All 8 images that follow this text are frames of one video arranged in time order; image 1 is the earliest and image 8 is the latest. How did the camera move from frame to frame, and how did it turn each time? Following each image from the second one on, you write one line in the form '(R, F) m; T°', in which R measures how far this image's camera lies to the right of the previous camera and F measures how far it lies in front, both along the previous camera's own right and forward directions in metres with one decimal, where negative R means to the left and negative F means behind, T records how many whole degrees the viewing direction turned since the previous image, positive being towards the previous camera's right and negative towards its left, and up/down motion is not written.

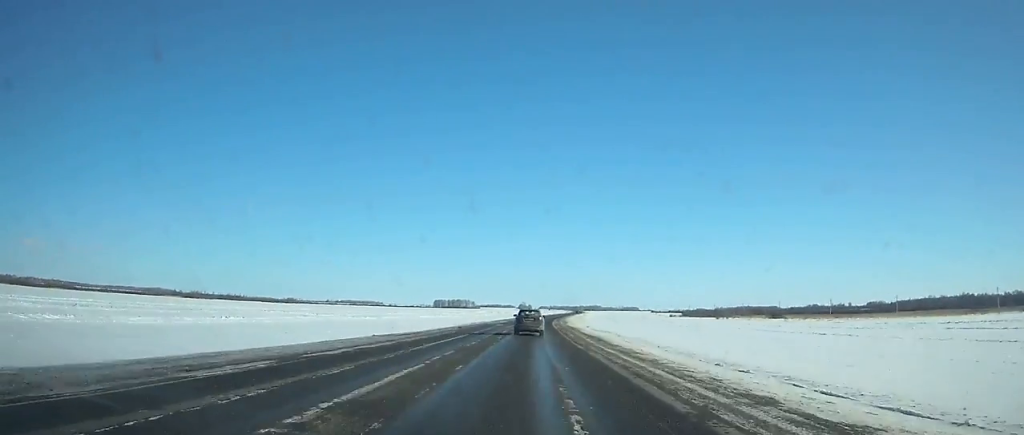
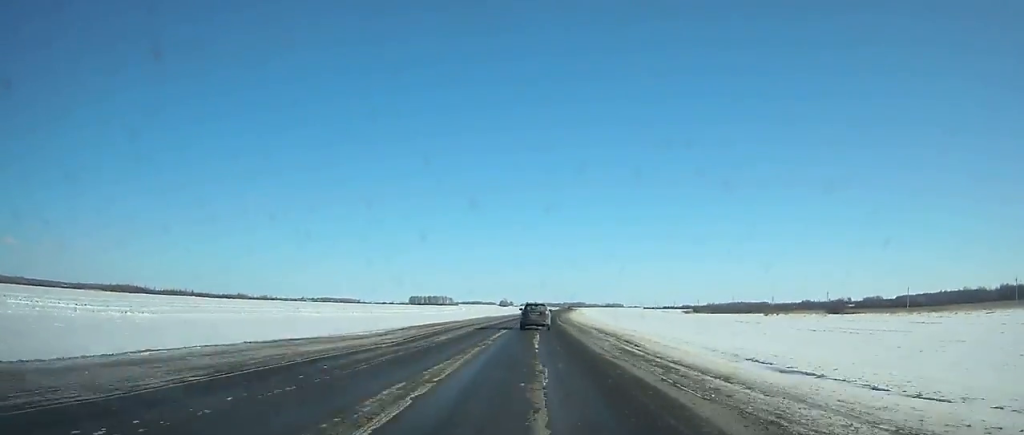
(+1.3, +77.2) m; +2°
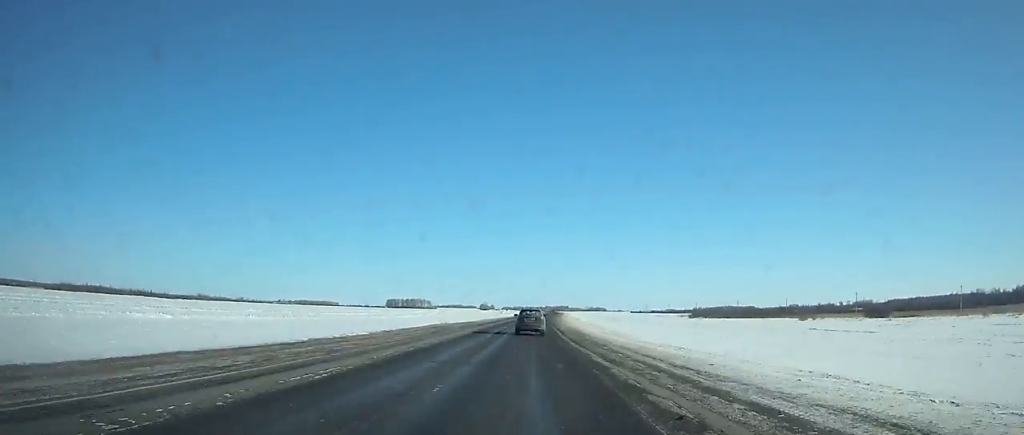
(+0.7, +41.2) m; +1°
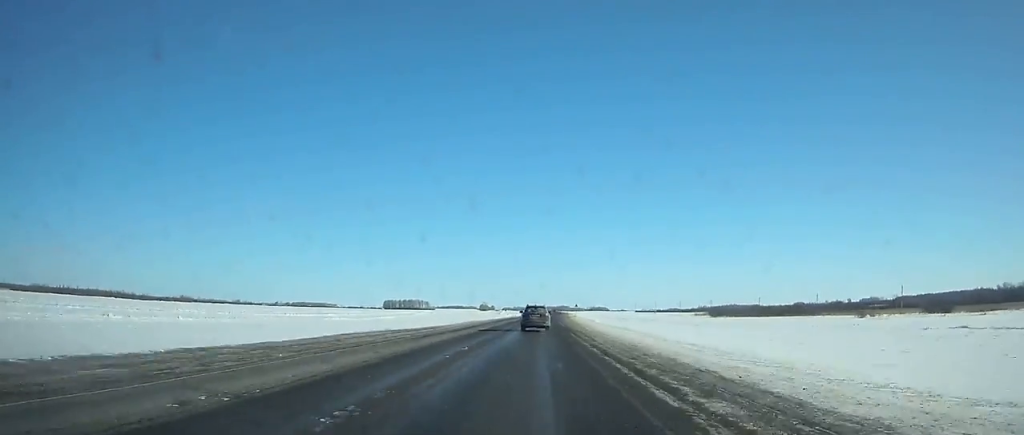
(+0.2, +32.1) m; +1°
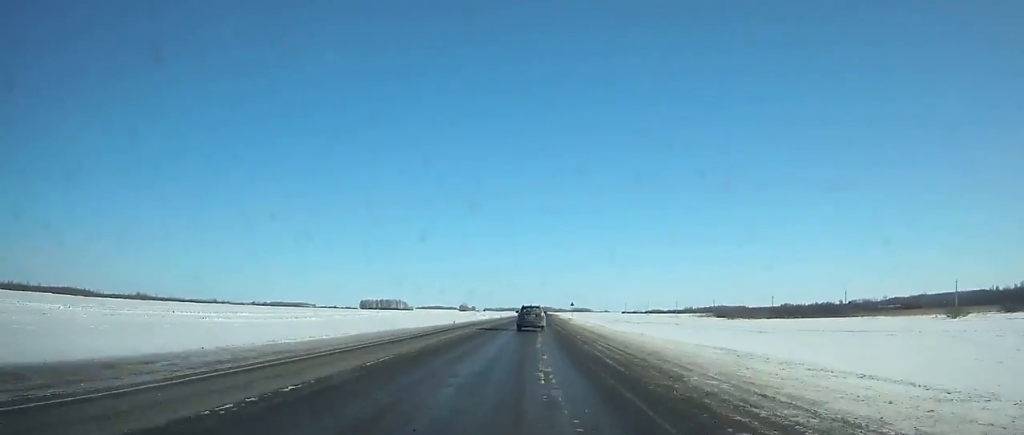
(+0.3, +39.1) m; +1°
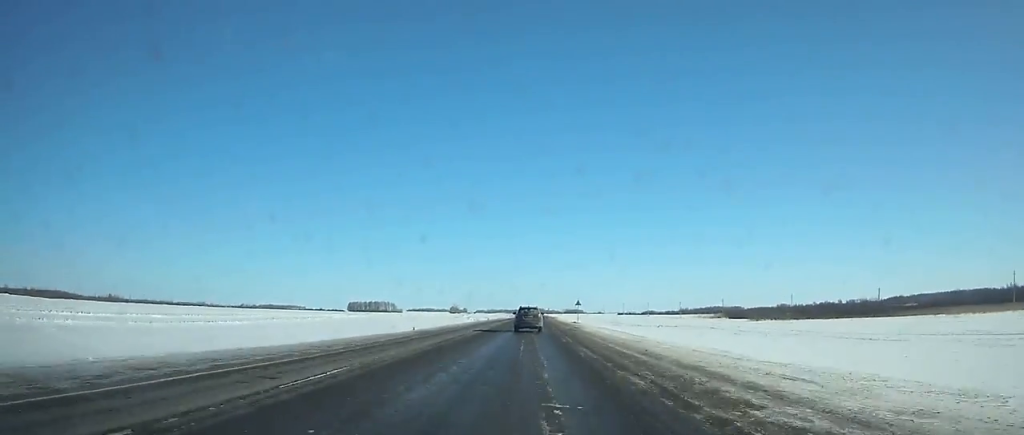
(+0.1, +27.7) m; +1°
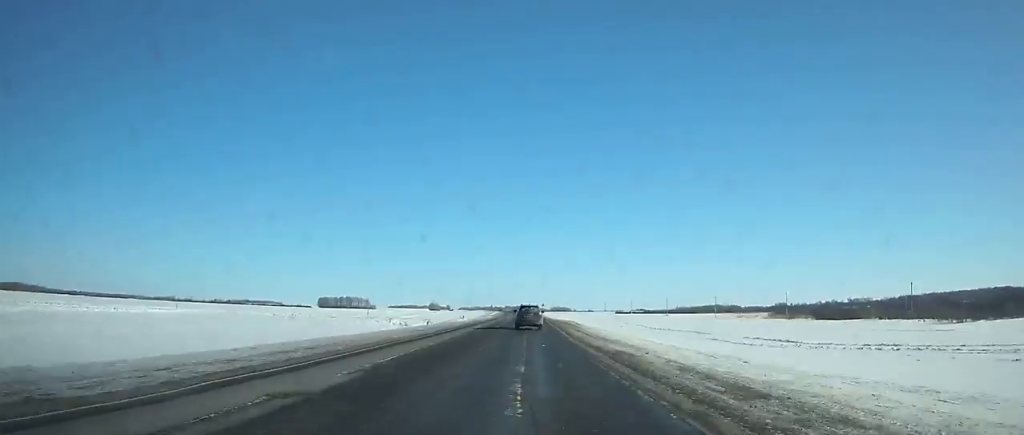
(+1.6, +88.2) m; +2°
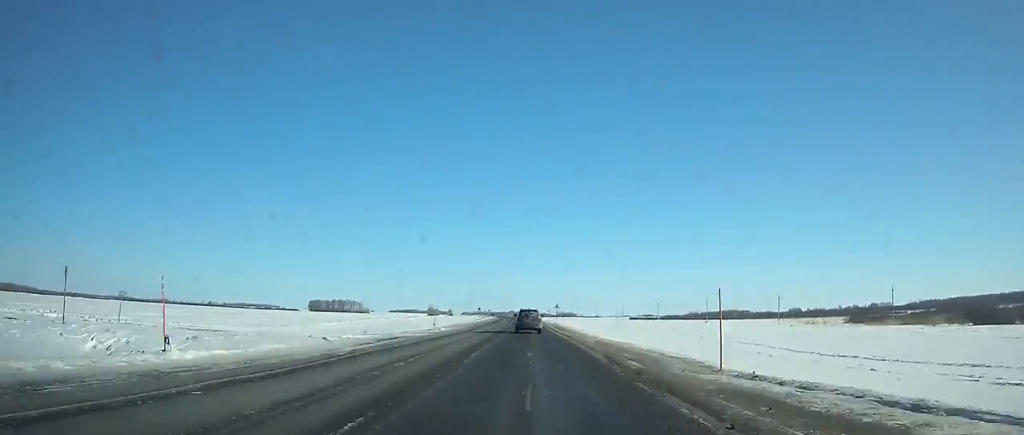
(+0.5, +65.0) m; 0°
